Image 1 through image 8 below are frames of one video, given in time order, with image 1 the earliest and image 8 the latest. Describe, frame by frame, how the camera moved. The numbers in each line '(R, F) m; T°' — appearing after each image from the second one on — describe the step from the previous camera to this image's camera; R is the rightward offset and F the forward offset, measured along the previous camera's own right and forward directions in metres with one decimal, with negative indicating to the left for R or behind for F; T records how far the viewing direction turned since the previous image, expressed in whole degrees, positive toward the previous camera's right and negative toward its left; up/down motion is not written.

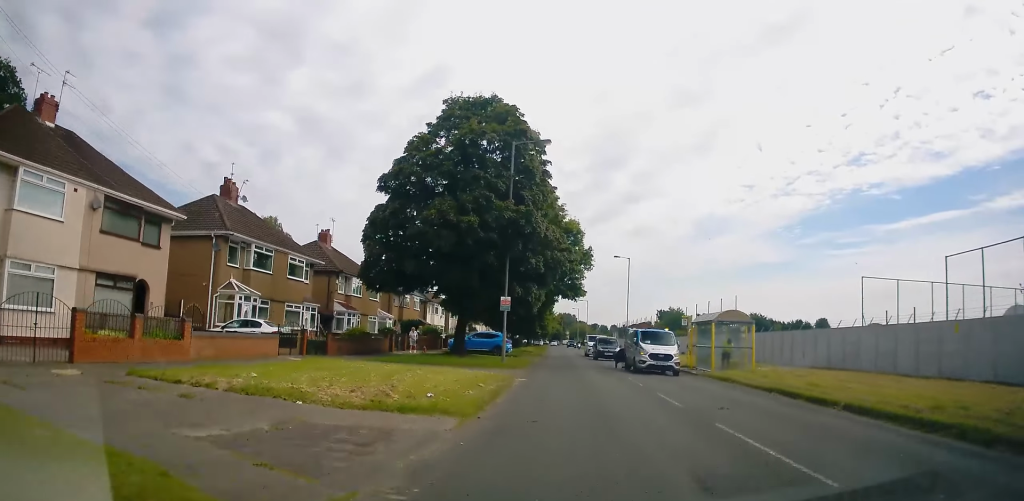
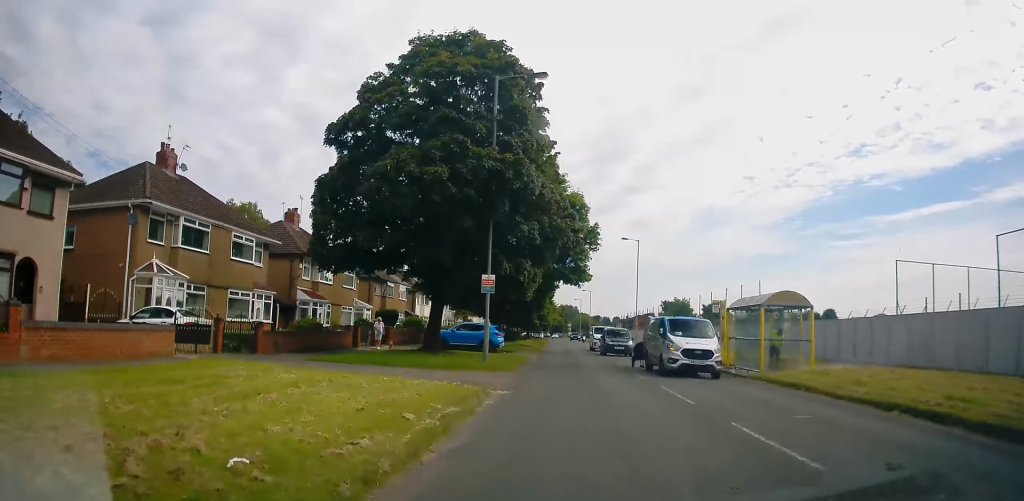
(-0.2, +6.6) m; -2°
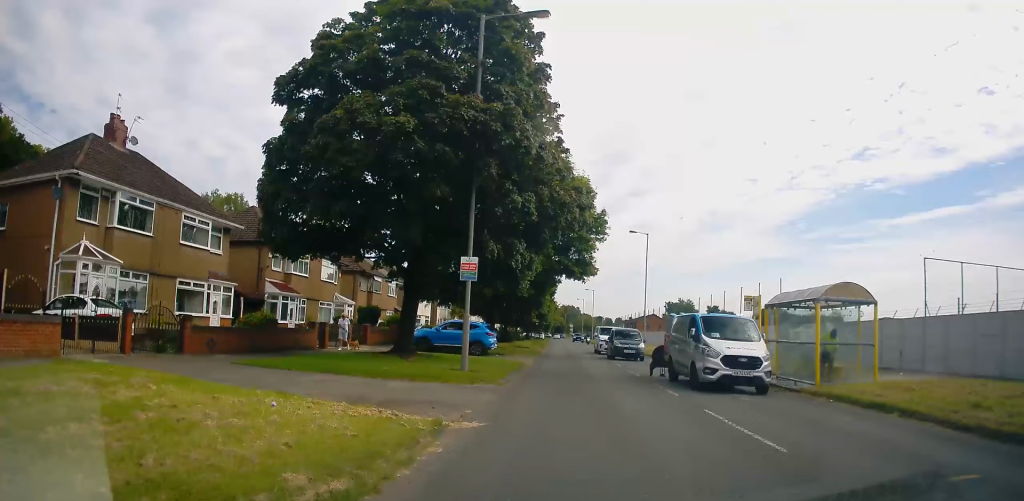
(0.0, +4.6) m; -2°
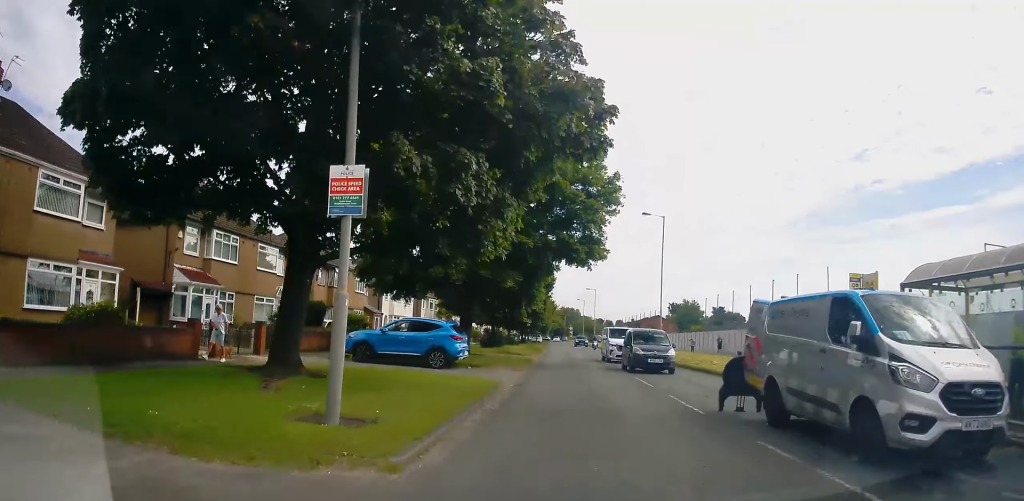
(-0.2, +8.7) m; +2°
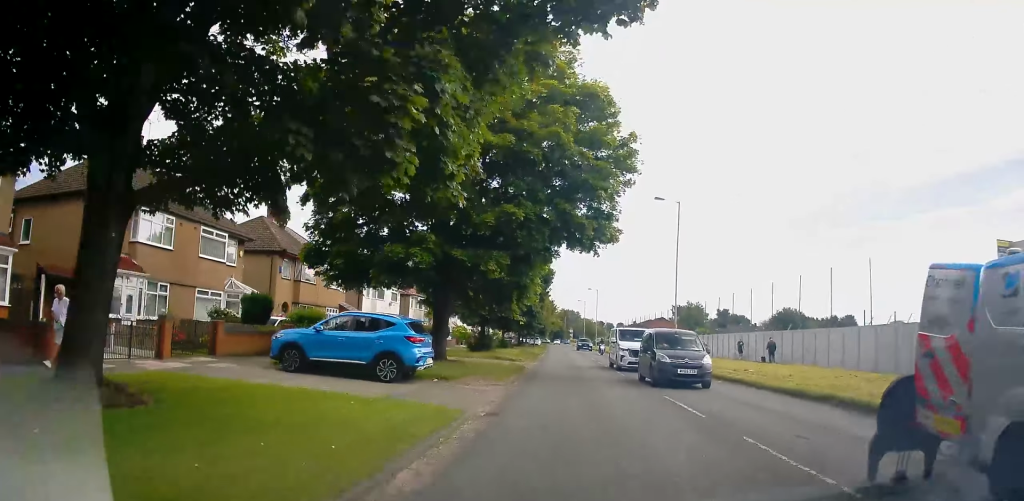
(+0.2, +5.6) m; +1°
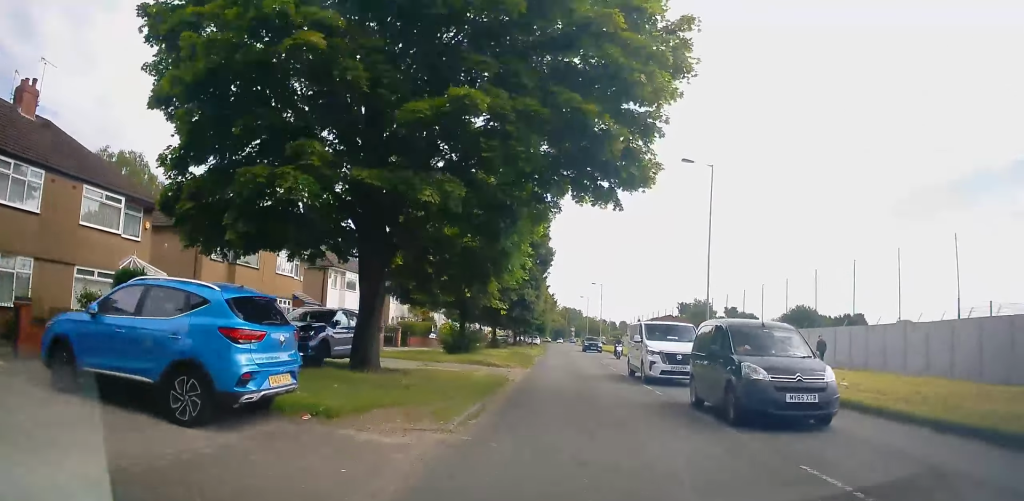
(+0.3, +8.0) m; 0°
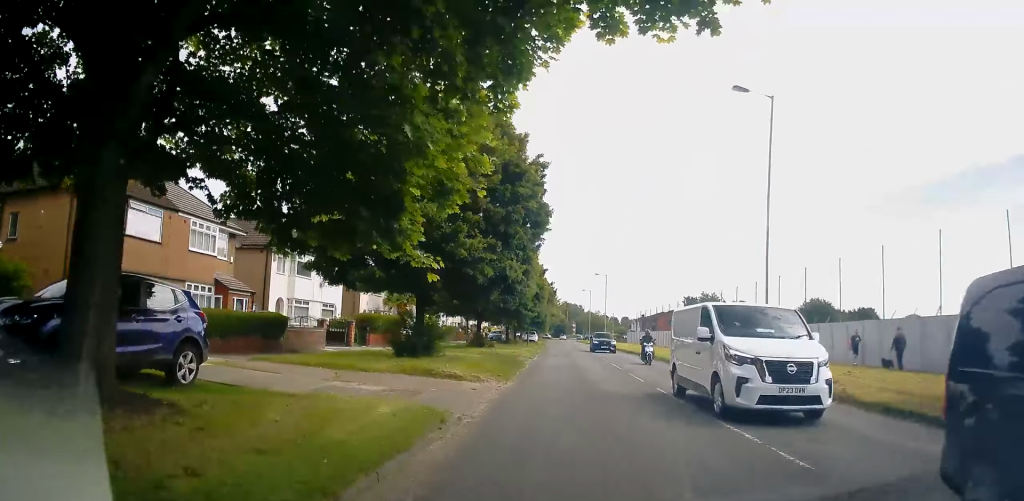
(-0.3, +8.8) m; -2°
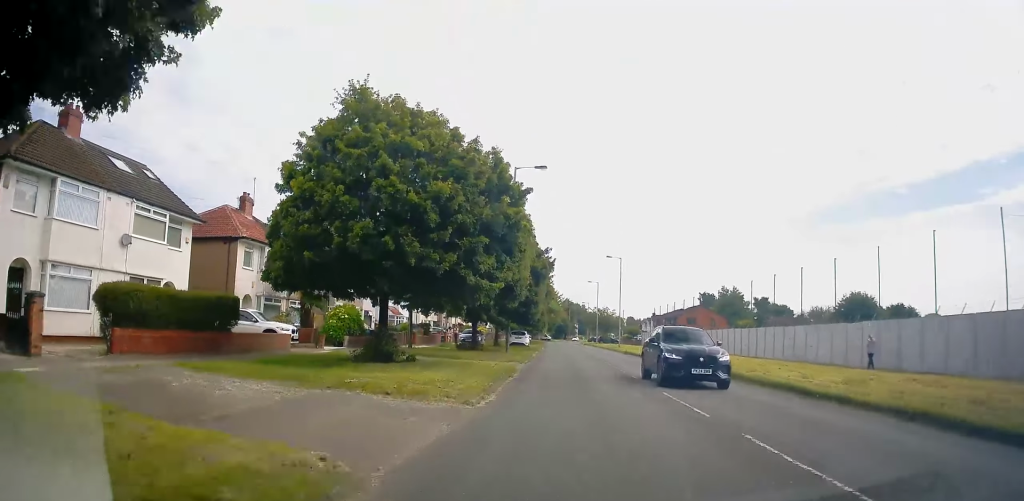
(-0.4, +20.4) m; +1°
